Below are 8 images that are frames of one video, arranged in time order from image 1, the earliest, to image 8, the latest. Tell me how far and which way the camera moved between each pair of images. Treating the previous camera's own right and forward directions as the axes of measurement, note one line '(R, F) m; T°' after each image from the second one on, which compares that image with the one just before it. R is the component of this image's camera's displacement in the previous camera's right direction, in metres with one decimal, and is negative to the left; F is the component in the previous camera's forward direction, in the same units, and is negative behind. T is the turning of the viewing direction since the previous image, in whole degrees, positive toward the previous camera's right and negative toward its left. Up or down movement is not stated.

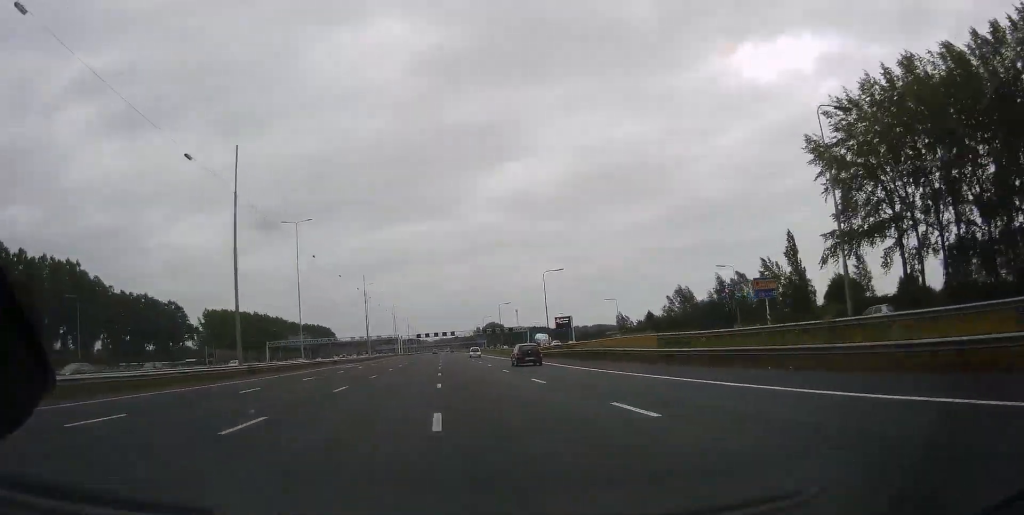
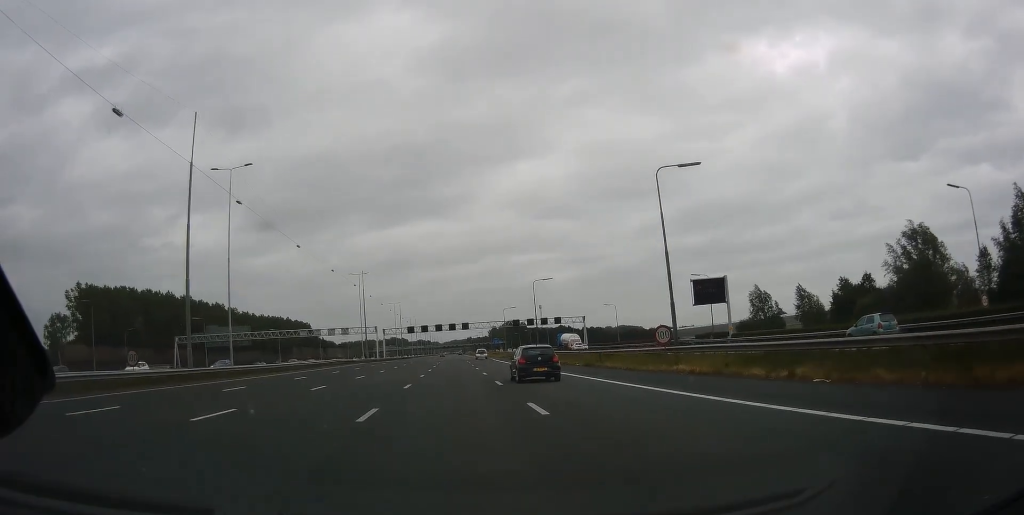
(+0.1, +106.0) m; 0°
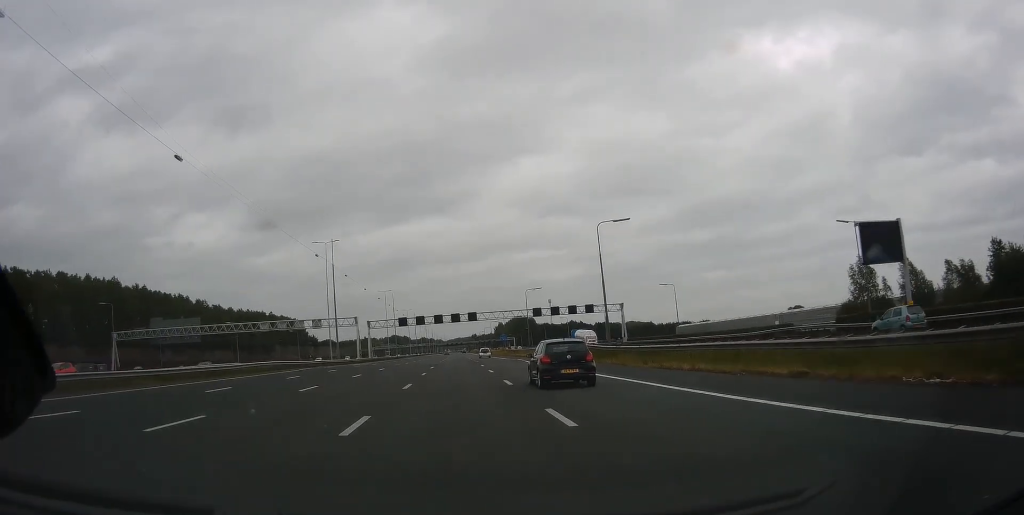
(-0.1, +37.2) m; 0°
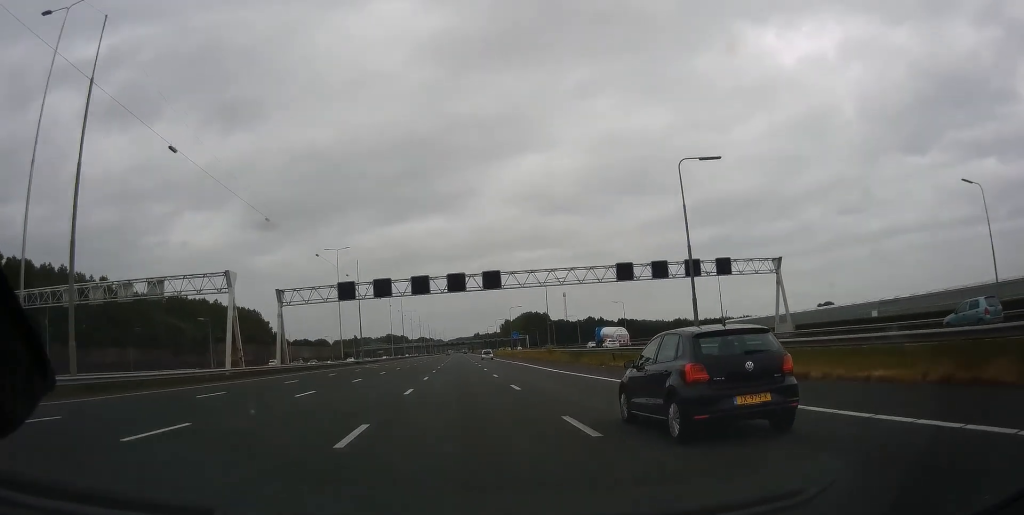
(-0.1, +72.8) m; 0°
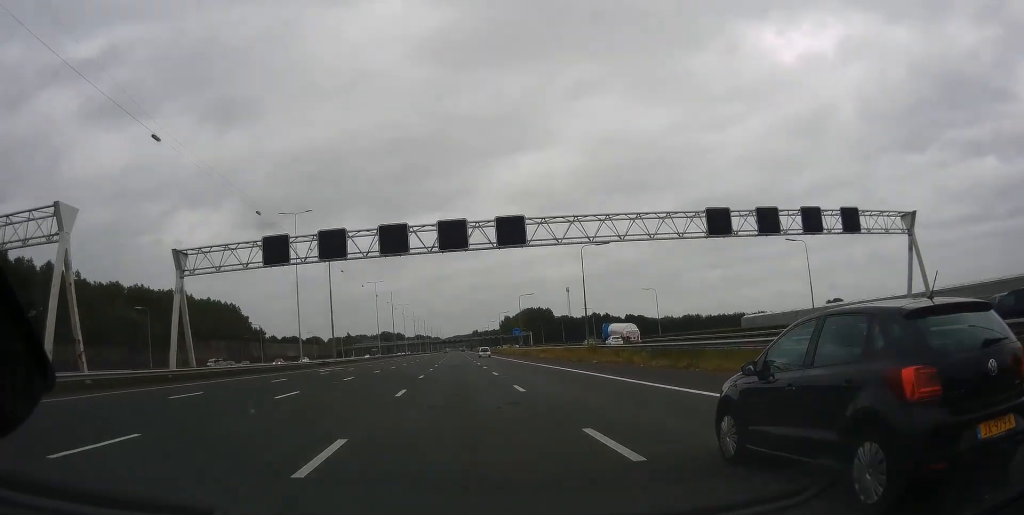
(+0.1, +26.1) m; 0°
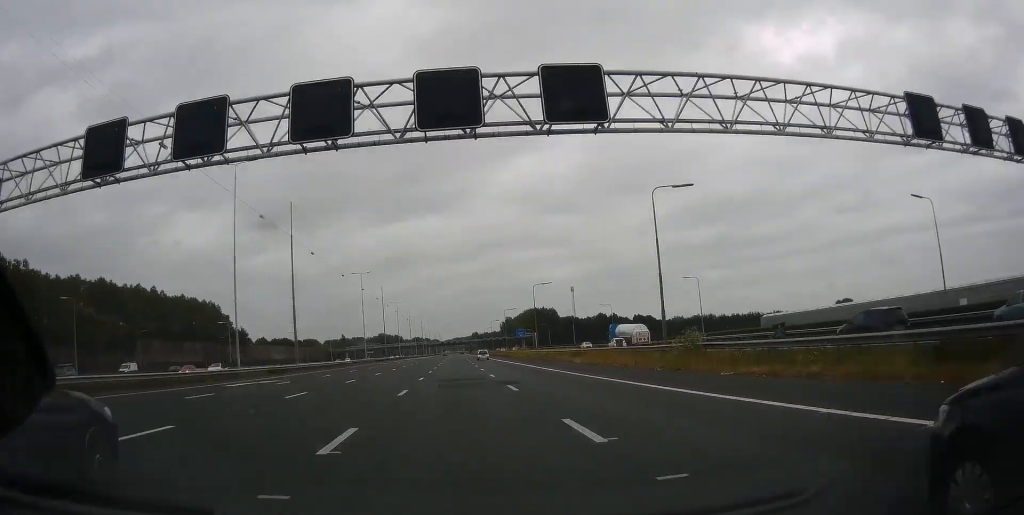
(0.0, +22.4) m; 0°
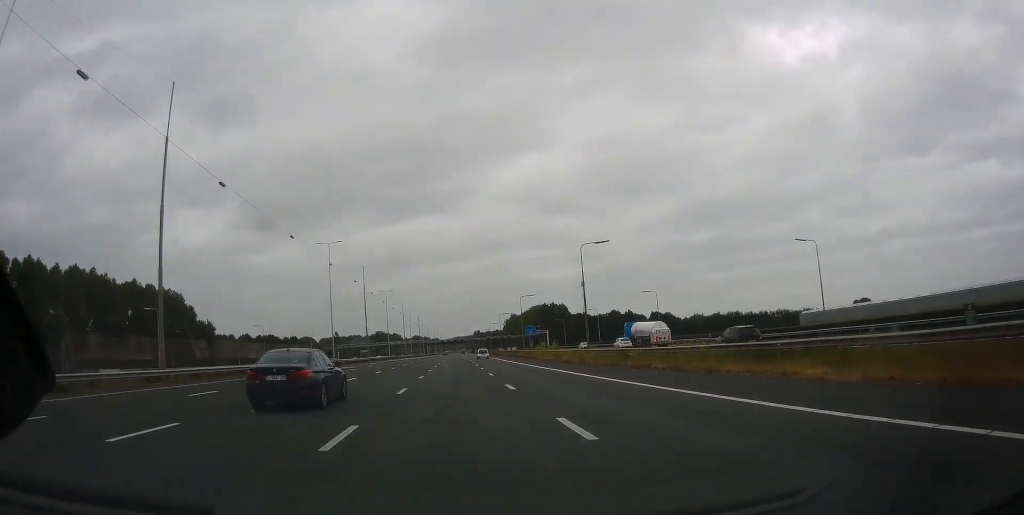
(-0.1, +35.6) m; 0°
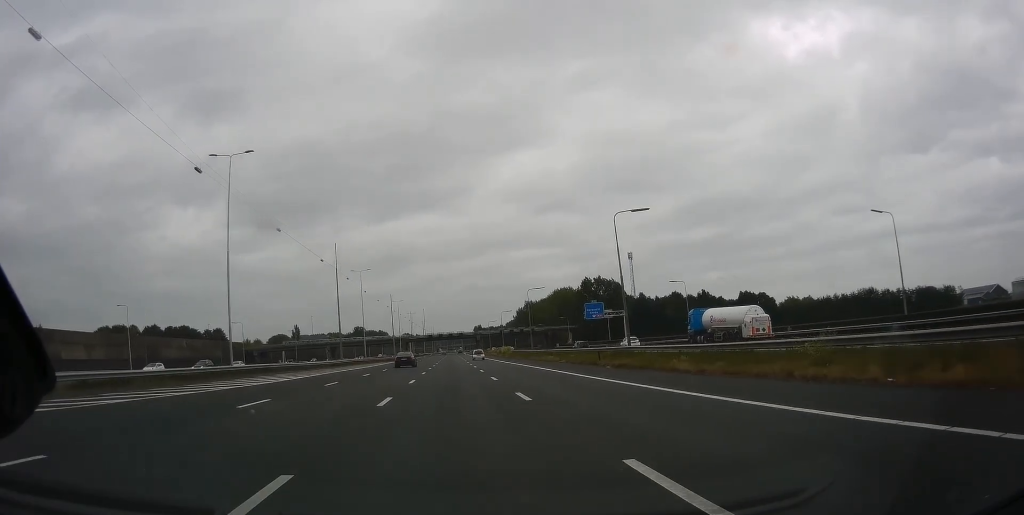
(-0.5, +125.4) m; -1°
